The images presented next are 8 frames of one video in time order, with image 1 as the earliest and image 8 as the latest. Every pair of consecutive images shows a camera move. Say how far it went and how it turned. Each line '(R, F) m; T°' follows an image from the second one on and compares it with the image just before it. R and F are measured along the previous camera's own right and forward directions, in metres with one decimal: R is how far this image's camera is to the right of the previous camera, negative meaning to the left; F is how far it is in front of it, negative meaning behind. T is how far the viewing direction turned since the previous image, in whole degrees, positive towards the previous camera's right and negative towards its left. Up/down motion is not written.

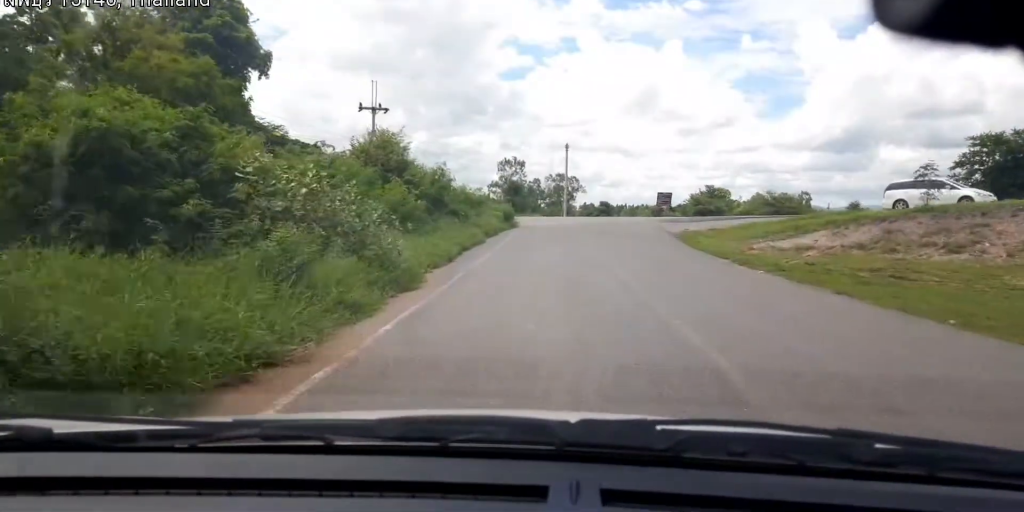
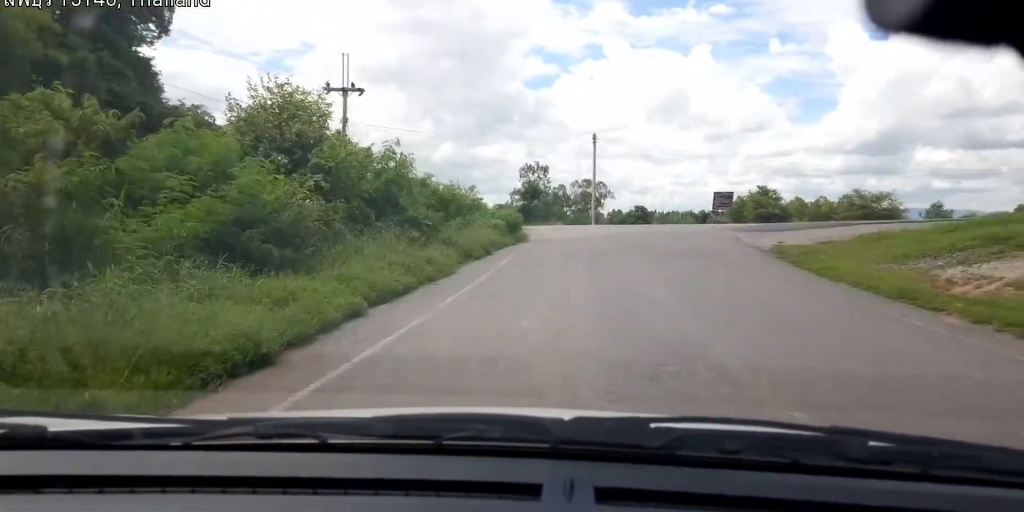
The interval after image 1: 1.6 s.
(+0.4, +12.5) m; 0°
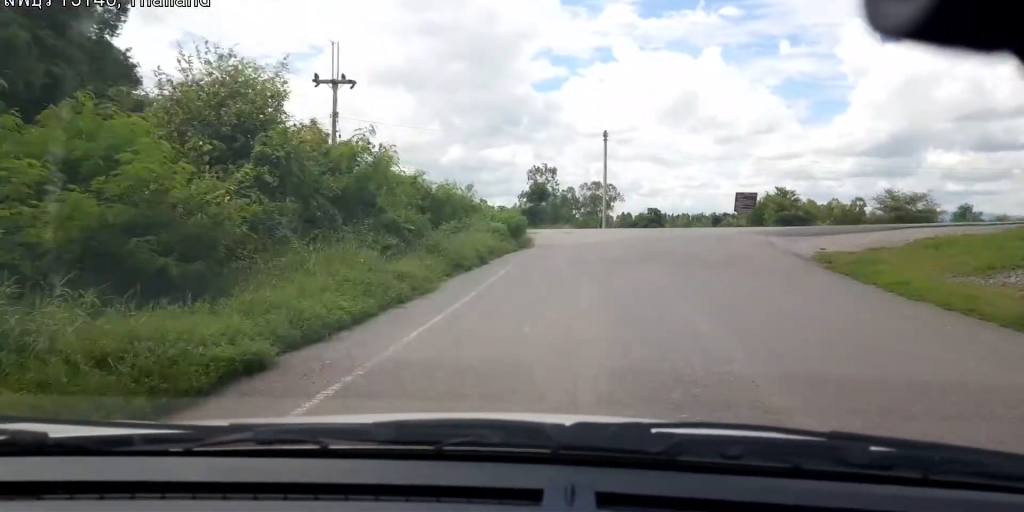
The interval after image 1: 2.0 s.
(0.0, +3.6) m; -1°
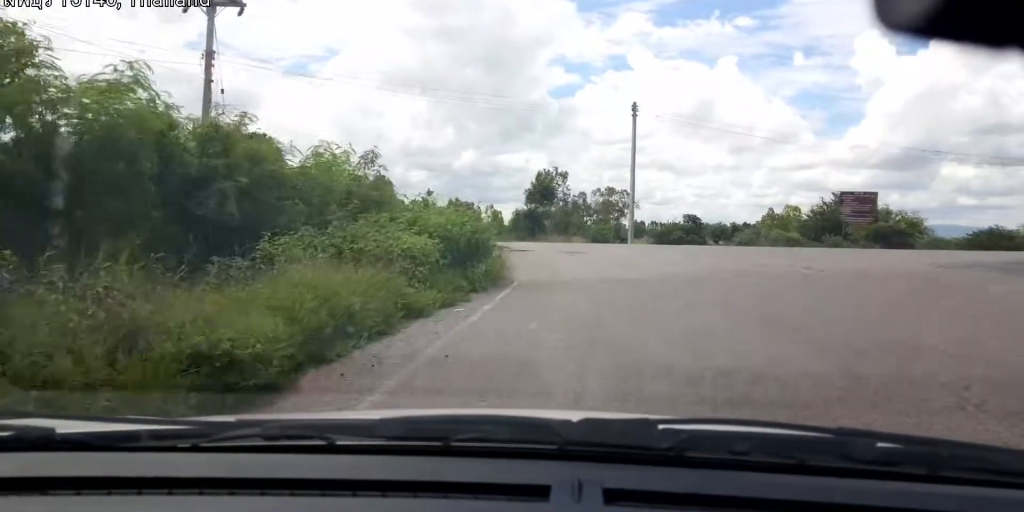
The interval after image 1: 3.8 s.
(-0.7, +15.0) m; 0°
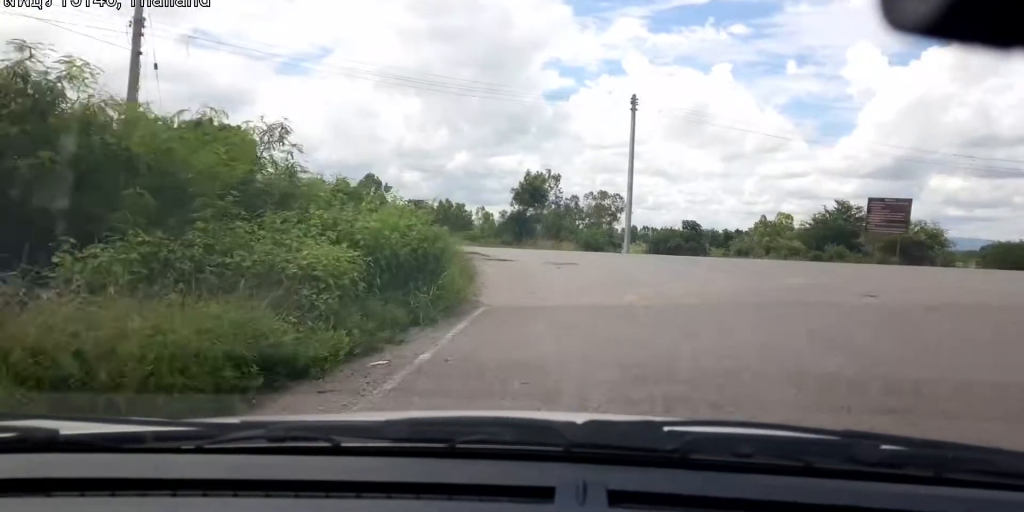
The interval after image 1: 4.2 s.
(+0.1, +3.4) m; +2°
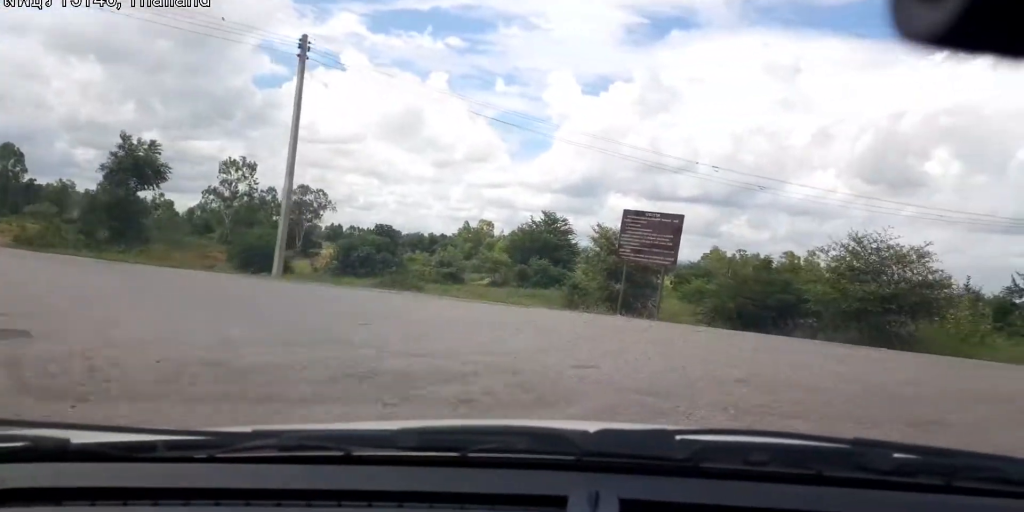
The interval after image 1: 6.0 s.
(+0.7, +12.2) m; +7°
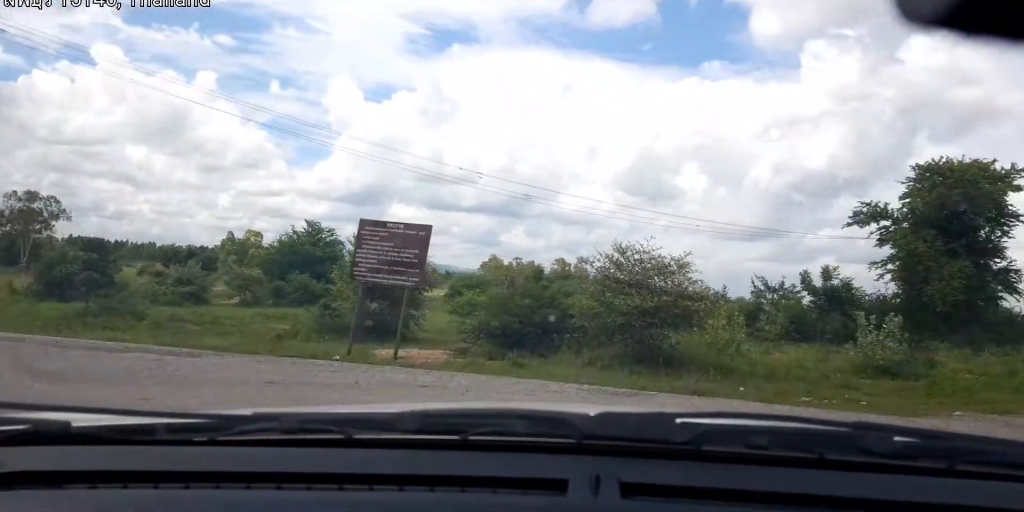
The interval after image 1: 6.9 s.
(+0.2, +5.0) m; +14°
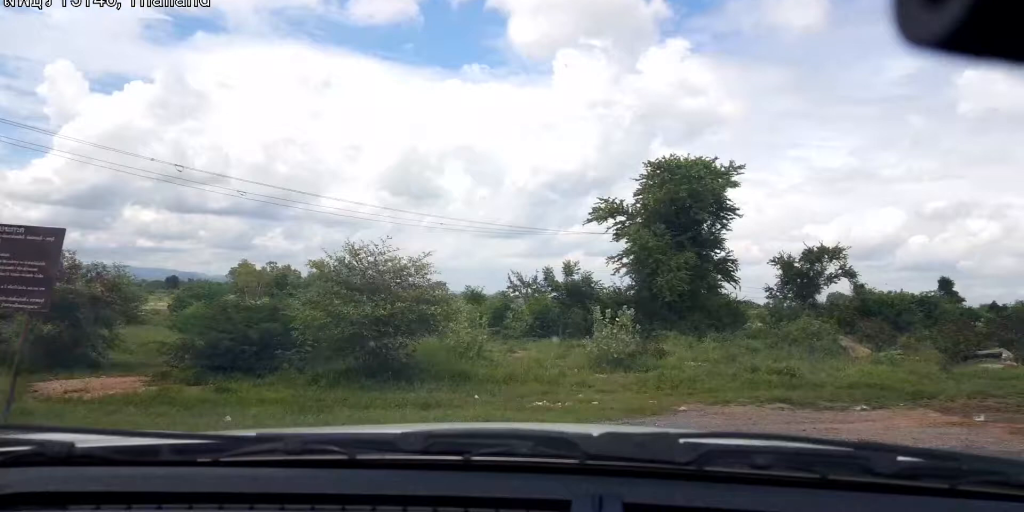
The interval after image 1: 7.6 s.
(+0.7, +2.3) m; +24°
